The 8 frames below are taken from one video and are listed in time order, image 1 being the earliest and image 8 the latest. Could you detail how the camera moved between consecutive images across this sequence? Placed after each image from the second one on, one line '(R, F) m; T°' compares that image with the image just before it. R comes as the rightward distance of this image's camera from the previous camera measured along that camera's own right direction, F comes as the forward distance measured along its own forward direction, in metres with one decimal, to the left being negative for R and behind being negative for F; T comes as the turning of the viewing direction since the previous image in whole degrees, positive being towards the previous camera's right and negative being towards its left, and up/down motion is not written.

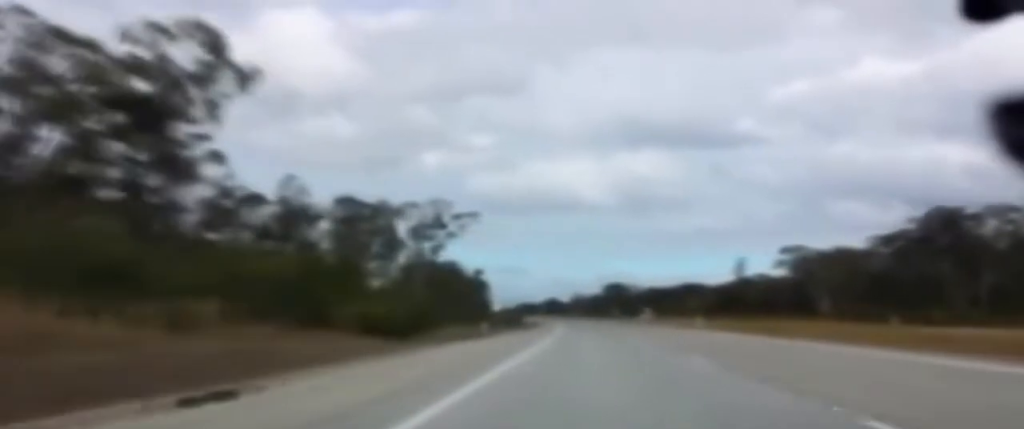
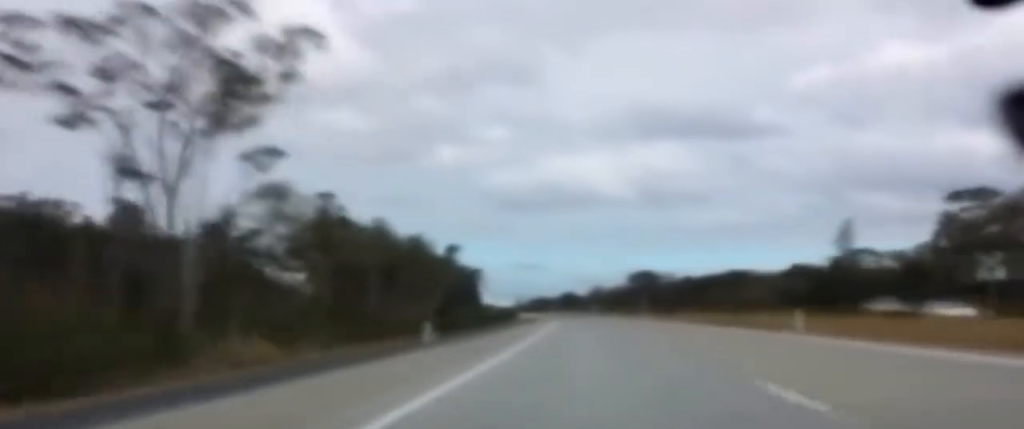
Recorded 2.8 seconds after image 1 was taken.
(-0.2, +86.5) m; -1°
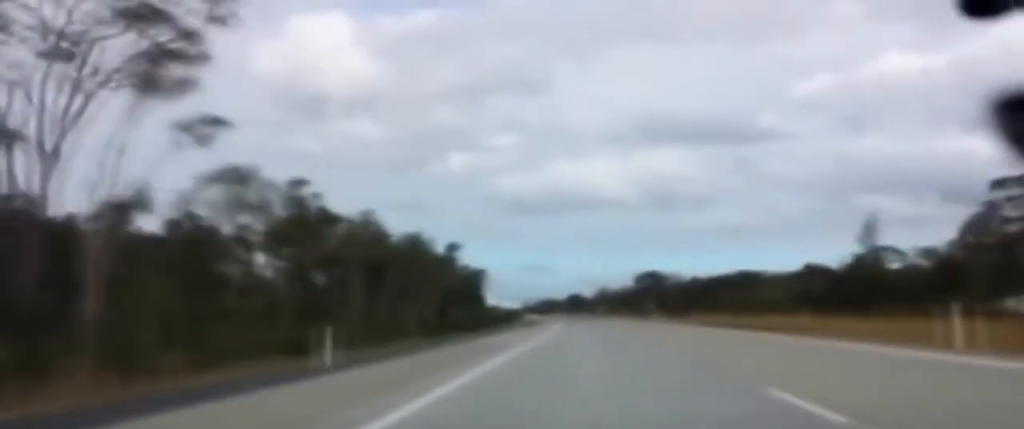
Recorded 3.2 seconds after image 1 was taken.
(-0.1, +13.3) m; 0°
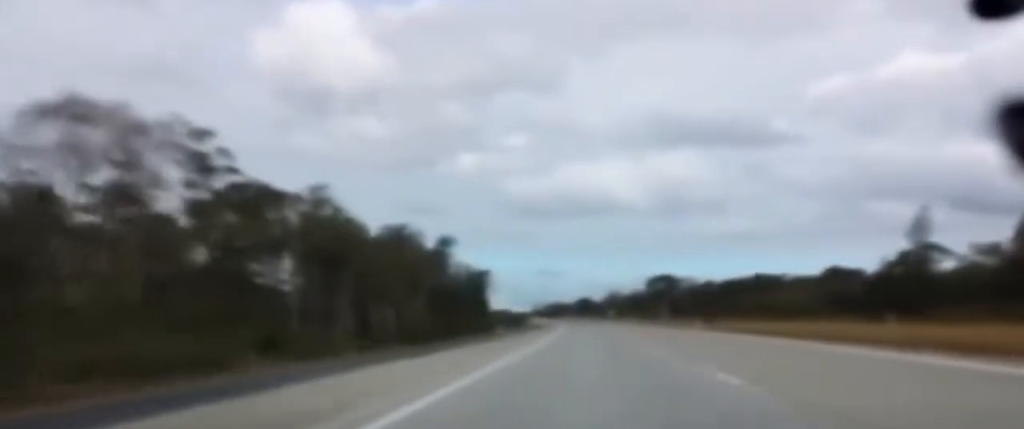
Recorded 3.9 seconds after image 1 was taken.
(-0.3, +21.5) m; 0°
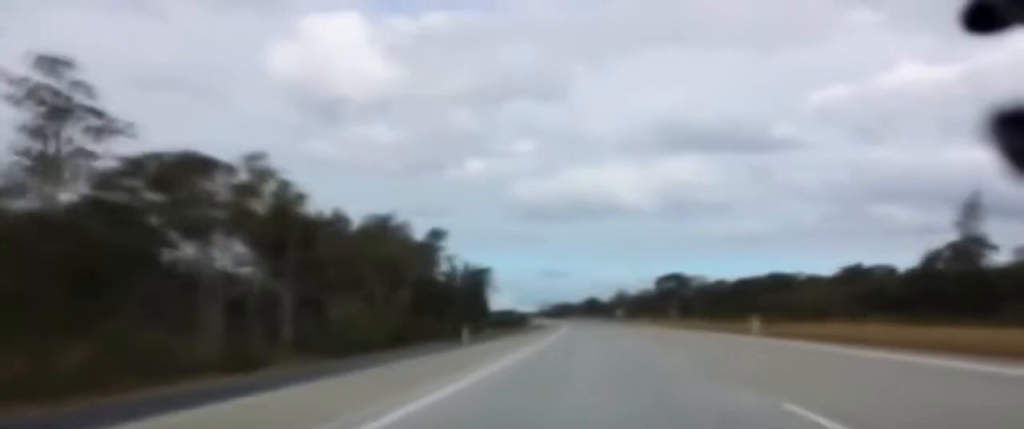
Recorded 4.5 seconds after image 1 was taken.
(+0.3, +18.3) m; 0°
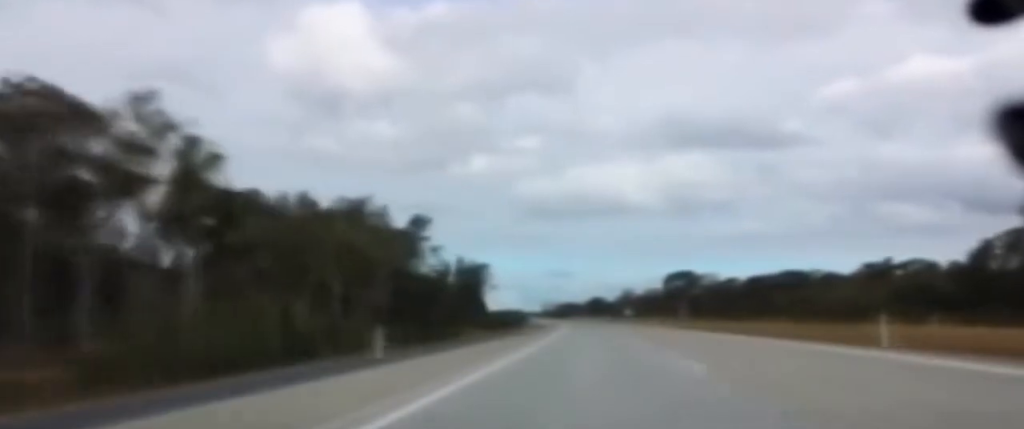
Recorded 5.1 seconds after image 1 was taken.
(+0.1, +16.3) m; 0°
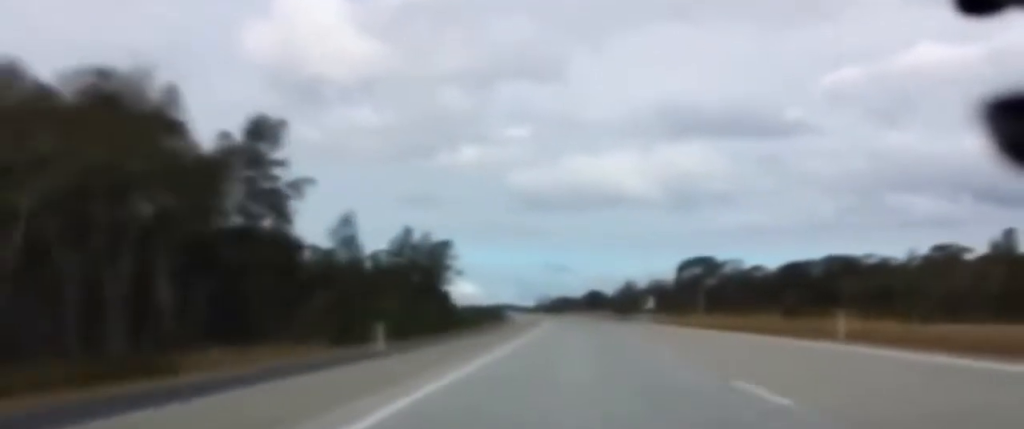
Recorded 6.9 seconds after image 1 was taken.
(-1.0, +57.1) m; -2°
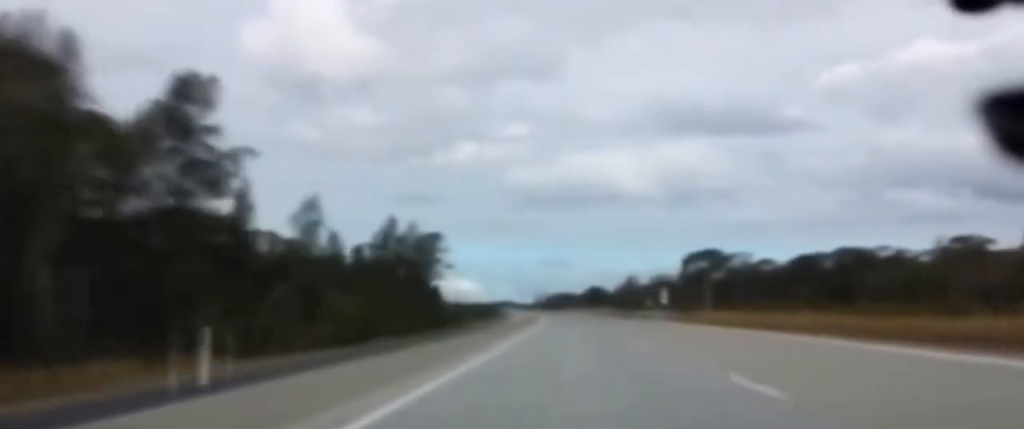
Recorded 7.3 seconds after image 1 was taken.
(0.0, +12.2) m; 0°
